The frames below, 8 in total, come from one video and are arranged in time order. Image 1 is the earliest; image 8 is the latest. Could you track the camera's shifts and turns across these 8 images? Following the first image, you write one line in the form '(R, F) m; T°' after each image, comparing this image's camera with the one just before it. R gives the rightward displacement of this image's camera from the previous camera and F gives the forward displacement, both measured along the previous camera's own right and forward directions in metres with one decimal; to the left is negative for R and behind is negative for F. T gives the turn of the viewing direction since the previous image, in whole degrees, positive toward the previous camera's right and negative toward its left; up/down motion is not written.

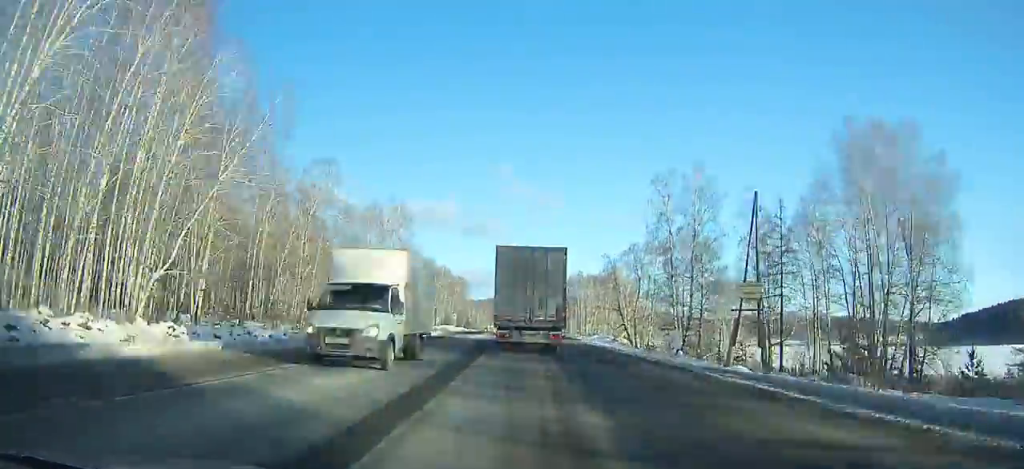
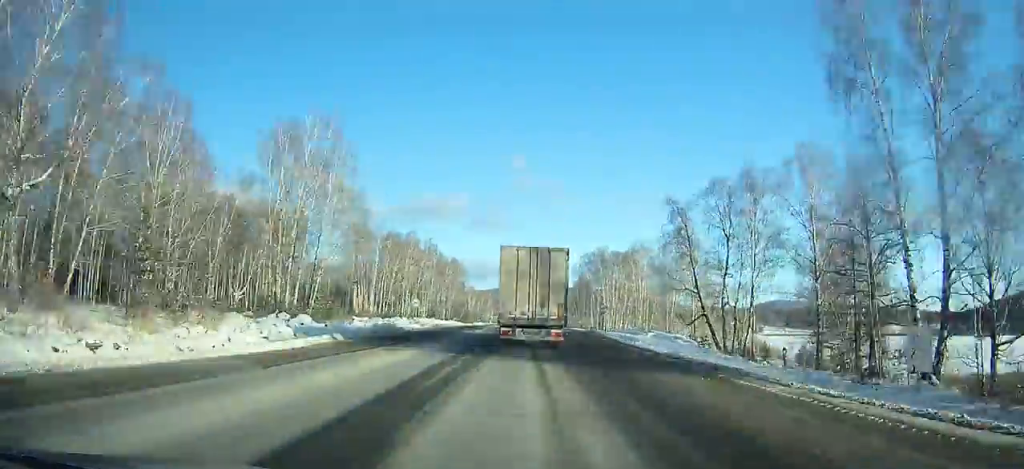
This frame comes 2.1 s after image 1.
(-0.3, +37.2) m; -1°
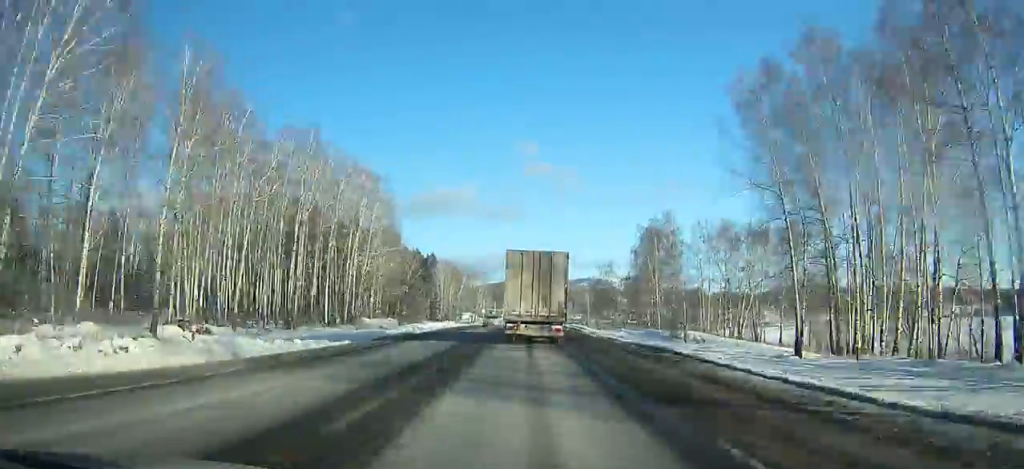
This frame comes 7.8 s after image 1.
(-0.7, +106.0) m; 0°
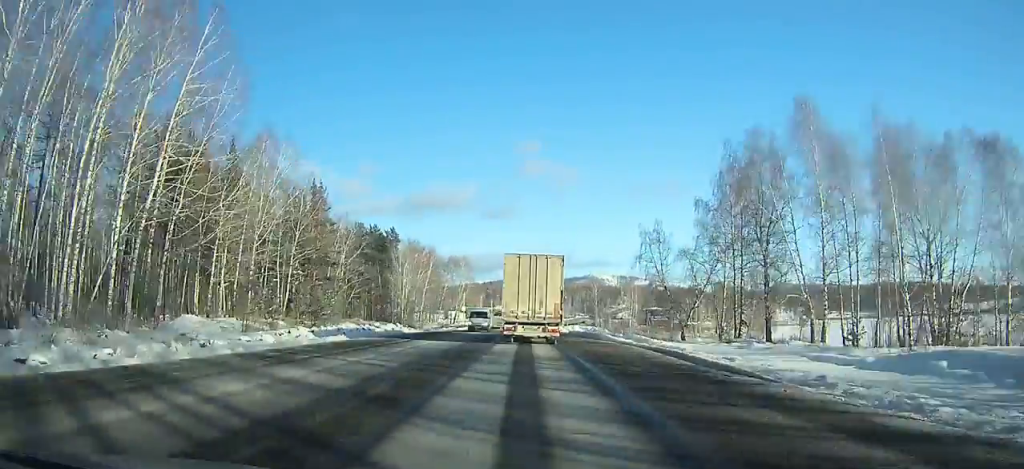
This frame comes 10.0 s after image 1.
(+0.1, +42.9) m; 0°
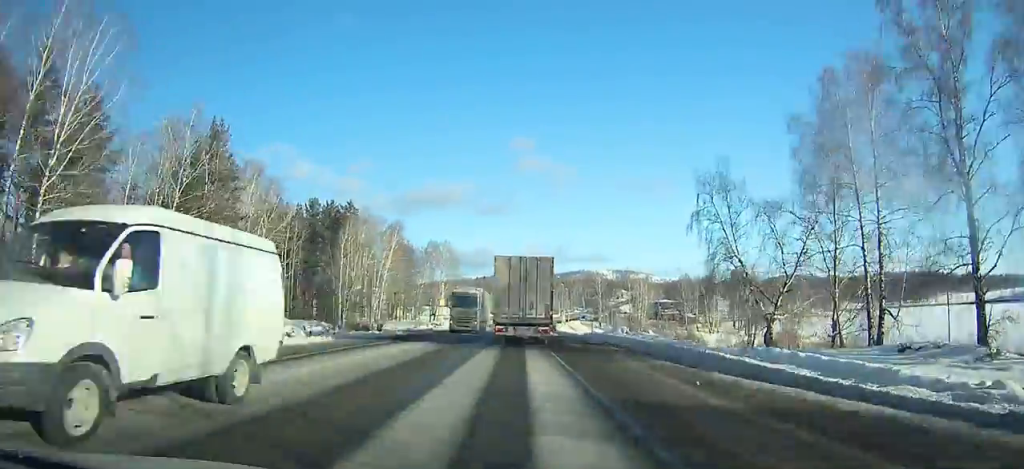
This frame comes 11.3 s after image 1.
(0.0, +25.9) m; 0°
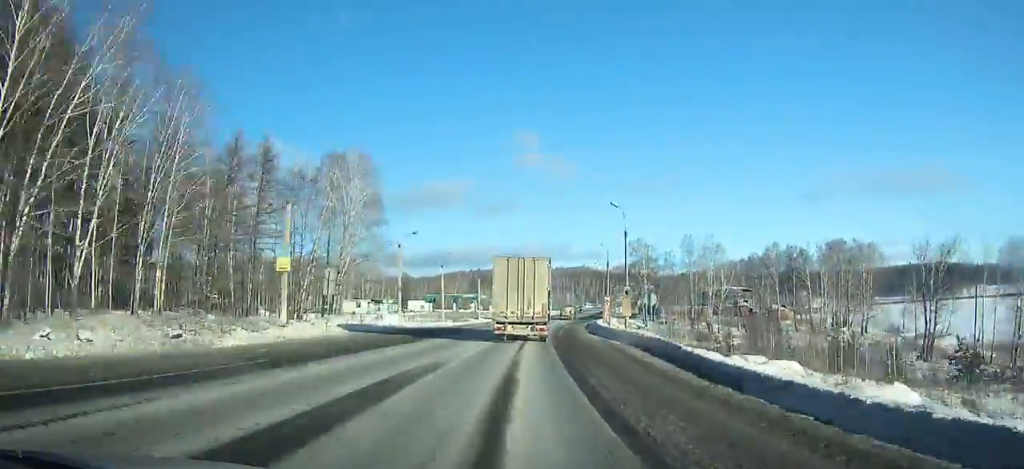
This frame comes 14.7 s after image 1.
(+0.4, +68.4) m; +2°
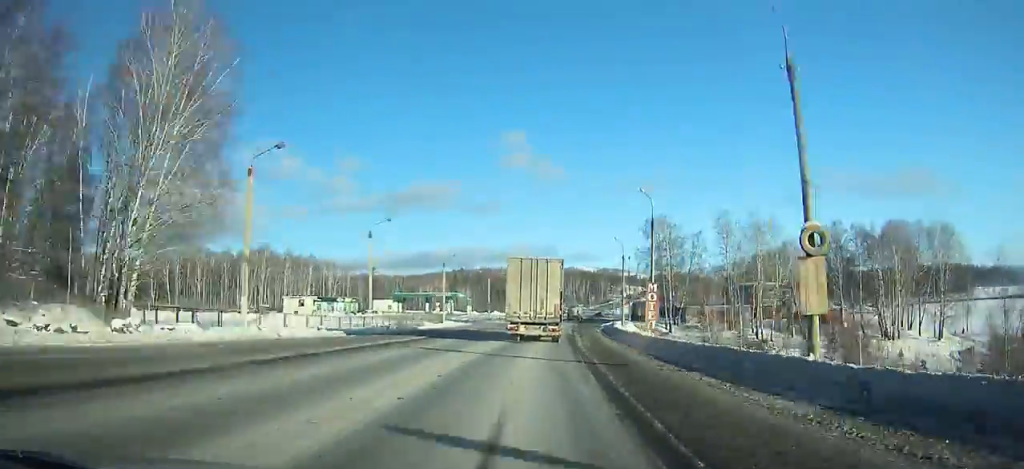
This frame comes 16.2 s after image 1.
(+0.3, +30.2) m; +2°
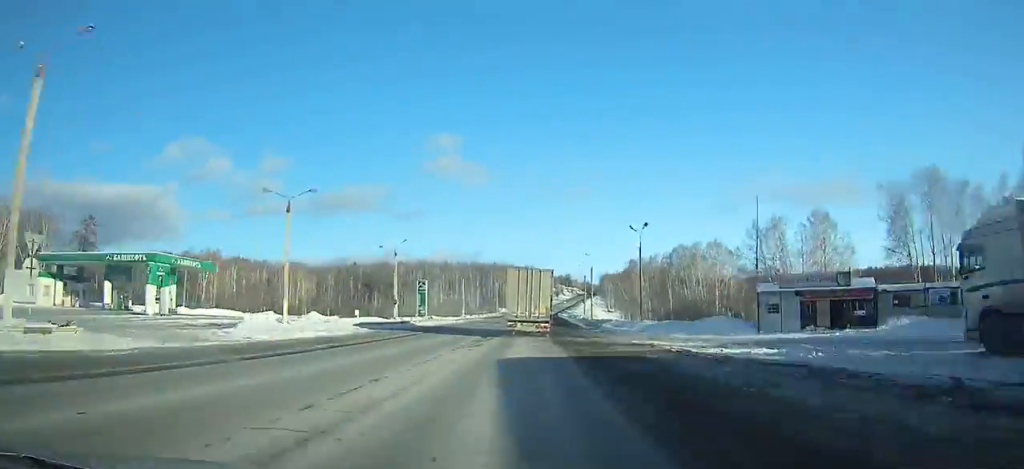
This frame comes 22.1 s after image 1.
(+6.4, +119.0) m; +5°
